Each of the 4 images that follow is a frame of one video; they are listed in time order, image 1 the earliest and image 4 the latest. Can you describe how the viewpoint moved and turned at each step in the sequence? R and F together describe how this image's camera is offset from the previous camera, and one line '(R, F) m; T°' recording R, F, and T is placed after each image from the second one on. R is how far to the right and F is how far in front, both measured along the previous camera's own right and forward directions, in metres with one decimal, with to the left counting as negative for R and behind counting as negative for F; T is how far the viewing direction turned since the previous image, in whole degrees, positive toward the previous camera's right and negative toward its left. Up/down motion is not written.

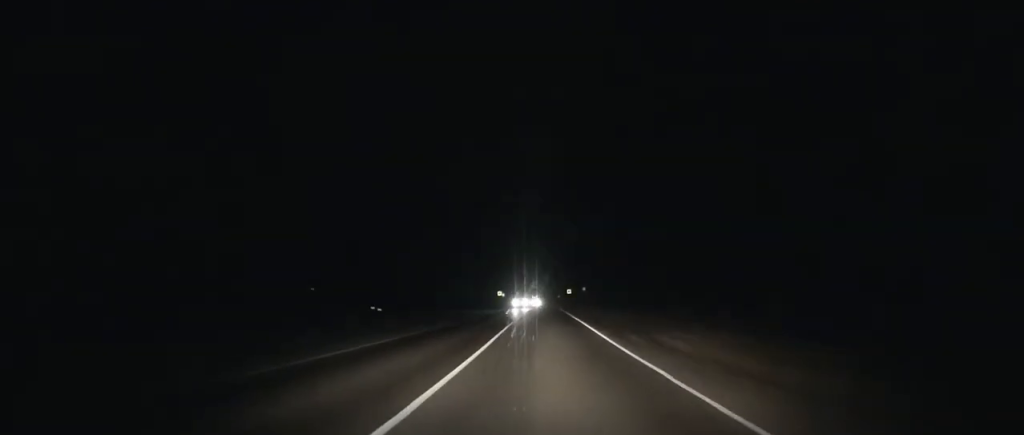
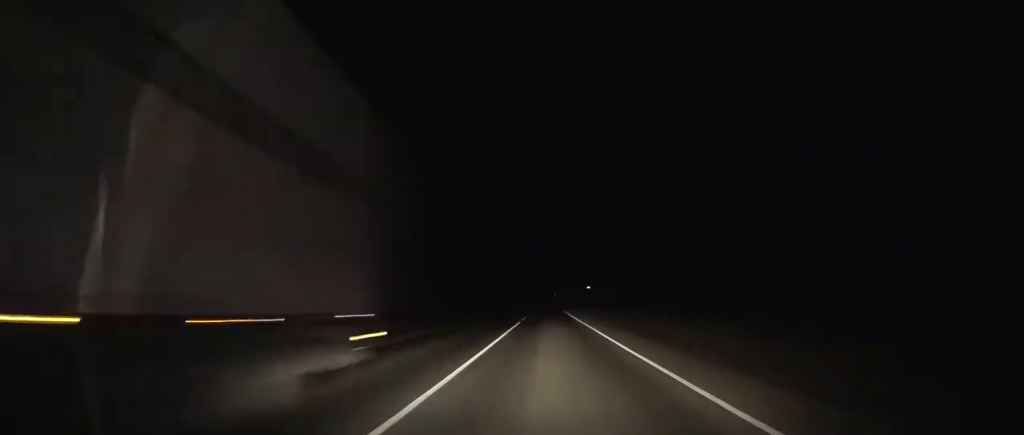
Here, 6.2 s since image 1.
(-0.4, +171.9) m; 0°
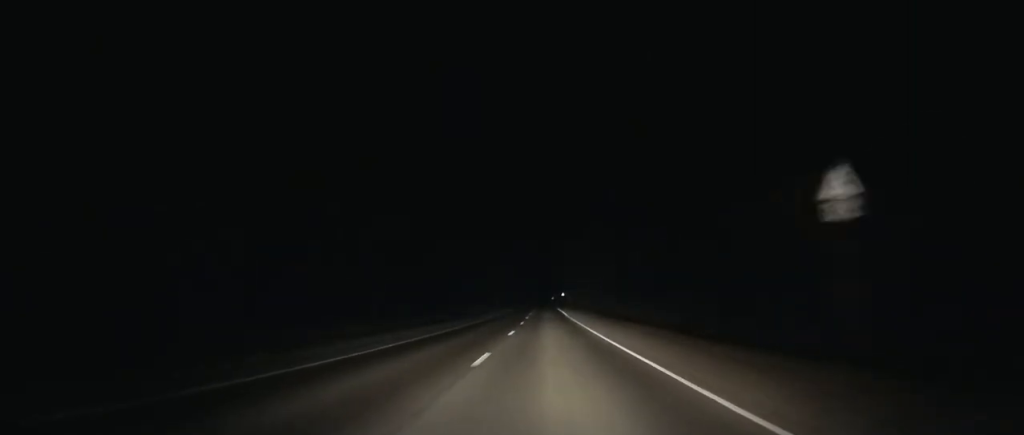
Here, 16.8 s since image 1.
(+0.7, +296.5) m; 0°
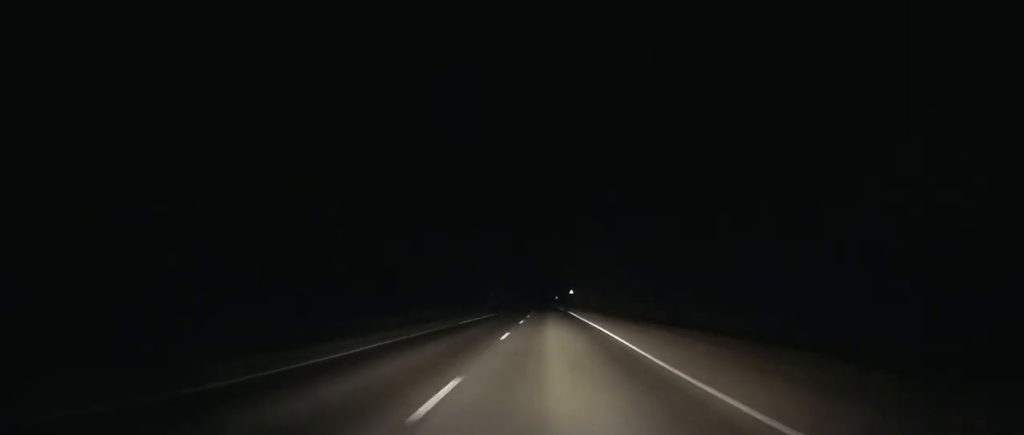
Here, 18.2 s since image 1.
(-0.1, +39.1) m; 0°
